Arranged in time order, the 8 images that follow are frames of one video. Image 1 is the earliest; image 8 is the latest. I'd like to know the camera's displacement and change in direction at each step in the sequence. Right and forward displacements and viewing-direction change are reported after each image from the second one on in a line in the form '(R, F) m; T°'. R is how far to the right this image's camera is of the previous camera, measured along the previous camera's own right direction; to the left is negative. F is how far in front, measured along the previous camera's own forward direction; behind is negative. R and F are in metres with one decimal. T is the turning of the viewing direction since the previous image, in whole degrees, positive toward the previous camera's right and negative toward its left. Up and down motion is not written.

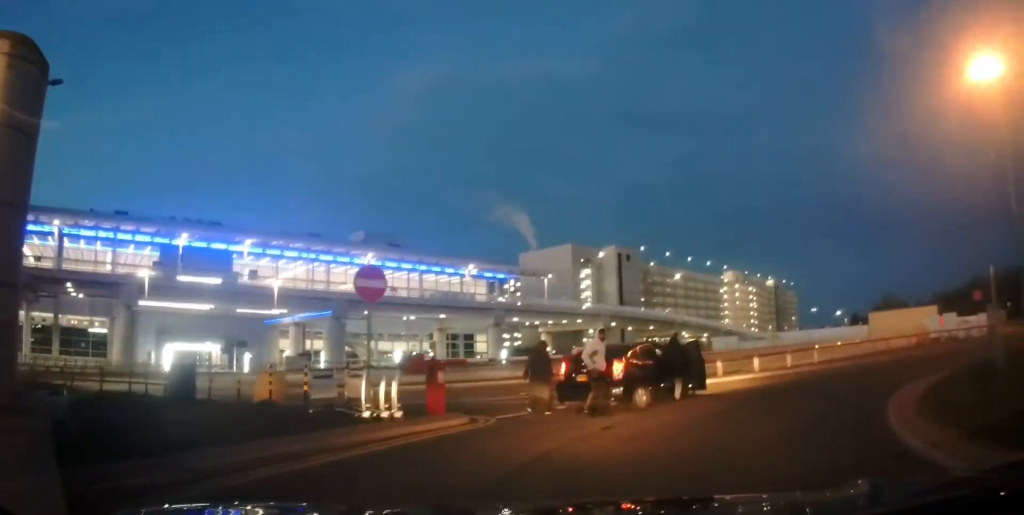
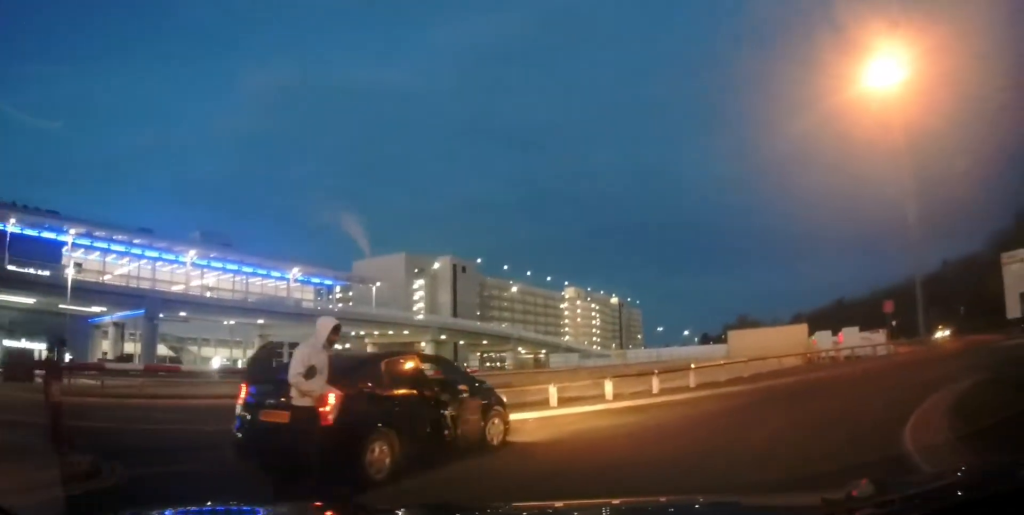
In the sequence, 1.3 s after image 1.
(+0.4, +5.5) m; +19°
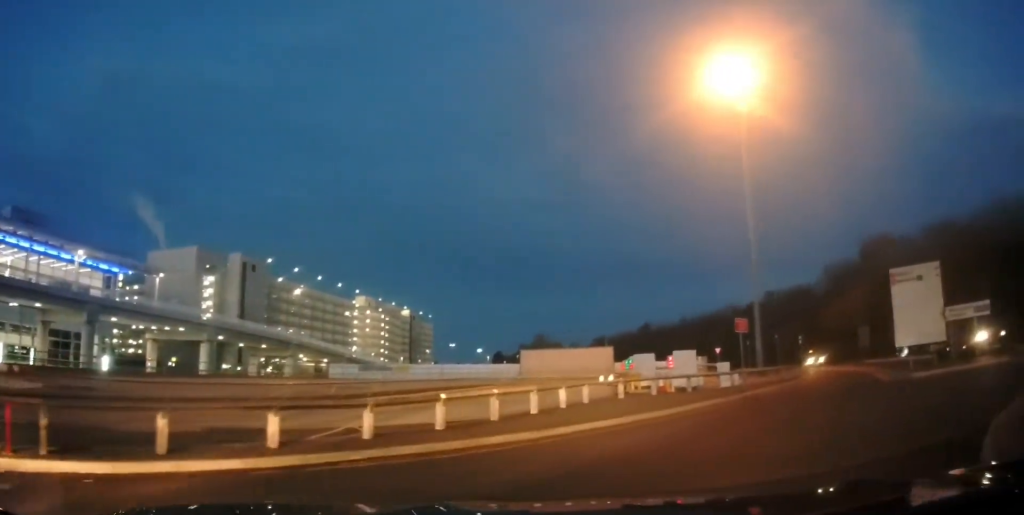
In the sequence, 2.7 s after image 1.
(+1.4, +6.4) m; +27°
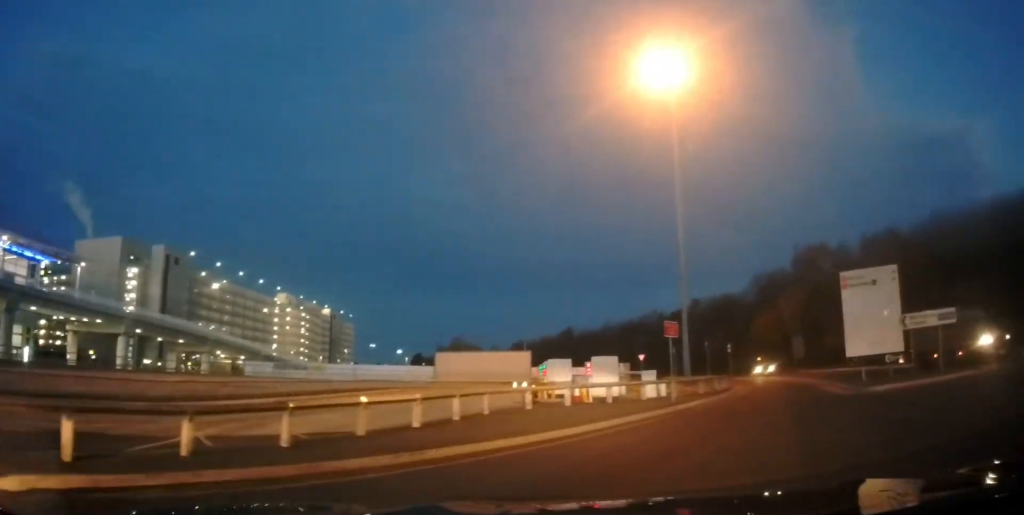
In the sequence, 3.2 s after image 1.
(+0.4, +2.4) m; +4°
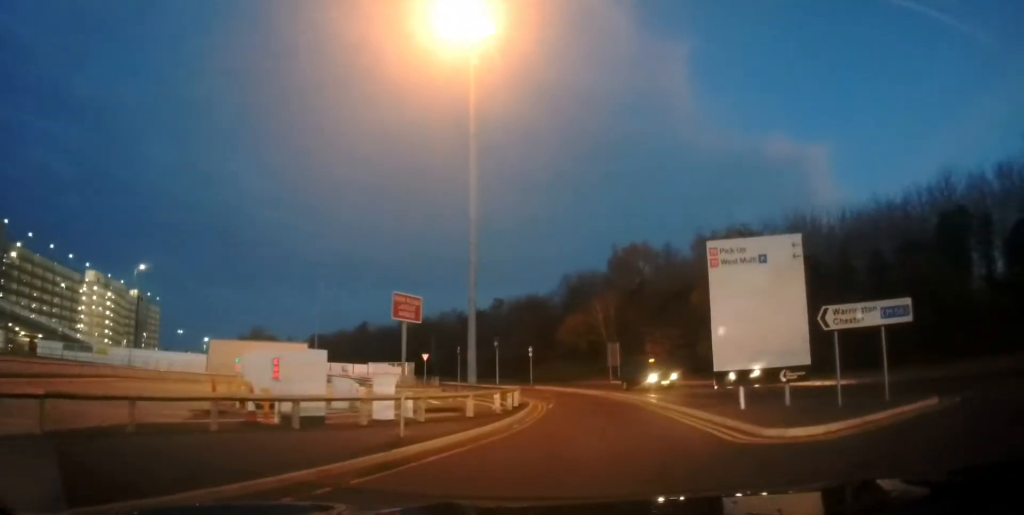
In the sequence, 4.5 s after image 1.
(+0.7, +8.1) m; +7°
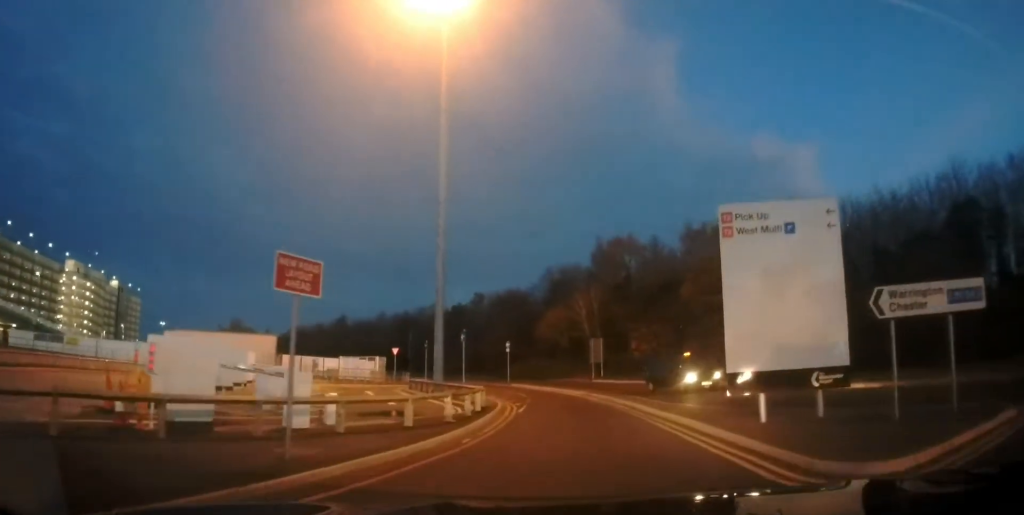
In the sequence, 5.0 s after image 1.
(+0.1, +3.2) m; +1°
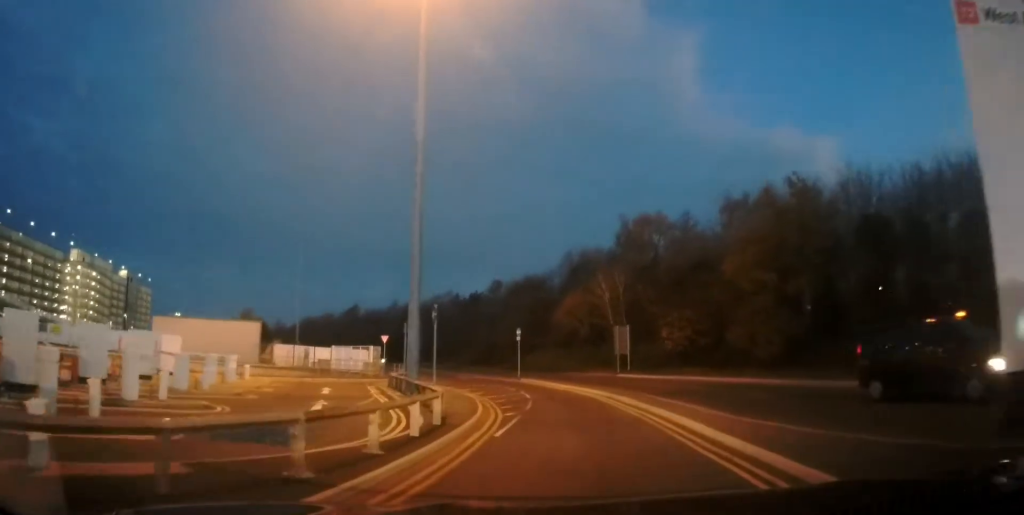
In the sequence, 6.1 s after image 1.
(+0.2, +7.1) m; +2°
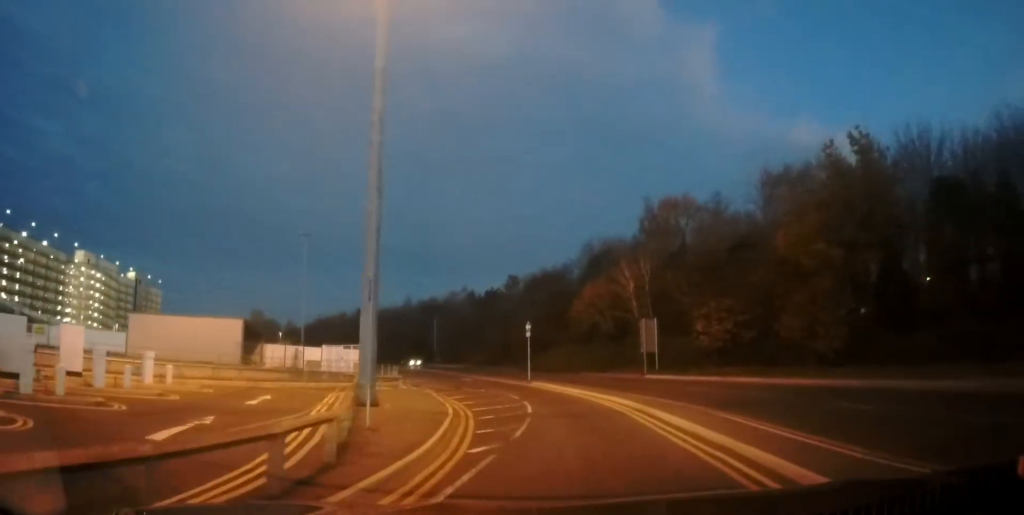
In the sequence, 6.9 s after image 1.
(0.0, +6.4) m; 0°
